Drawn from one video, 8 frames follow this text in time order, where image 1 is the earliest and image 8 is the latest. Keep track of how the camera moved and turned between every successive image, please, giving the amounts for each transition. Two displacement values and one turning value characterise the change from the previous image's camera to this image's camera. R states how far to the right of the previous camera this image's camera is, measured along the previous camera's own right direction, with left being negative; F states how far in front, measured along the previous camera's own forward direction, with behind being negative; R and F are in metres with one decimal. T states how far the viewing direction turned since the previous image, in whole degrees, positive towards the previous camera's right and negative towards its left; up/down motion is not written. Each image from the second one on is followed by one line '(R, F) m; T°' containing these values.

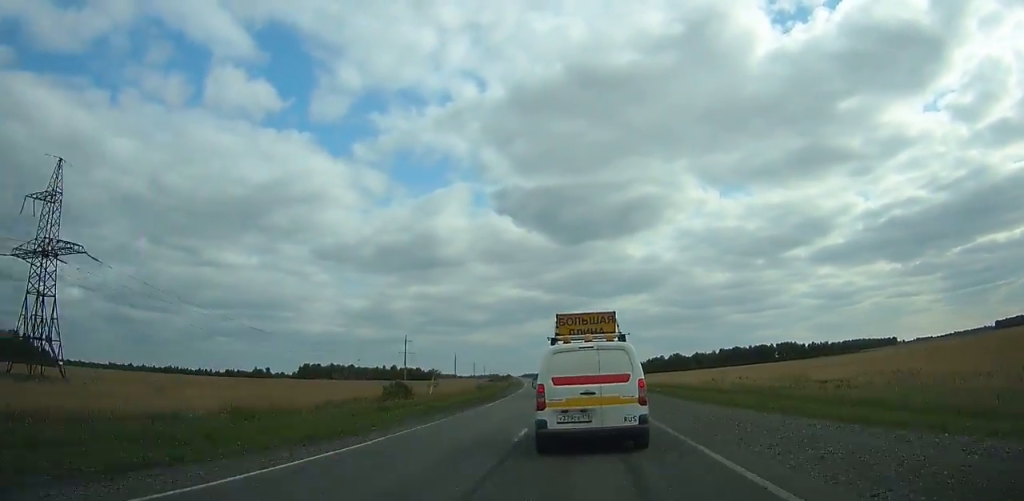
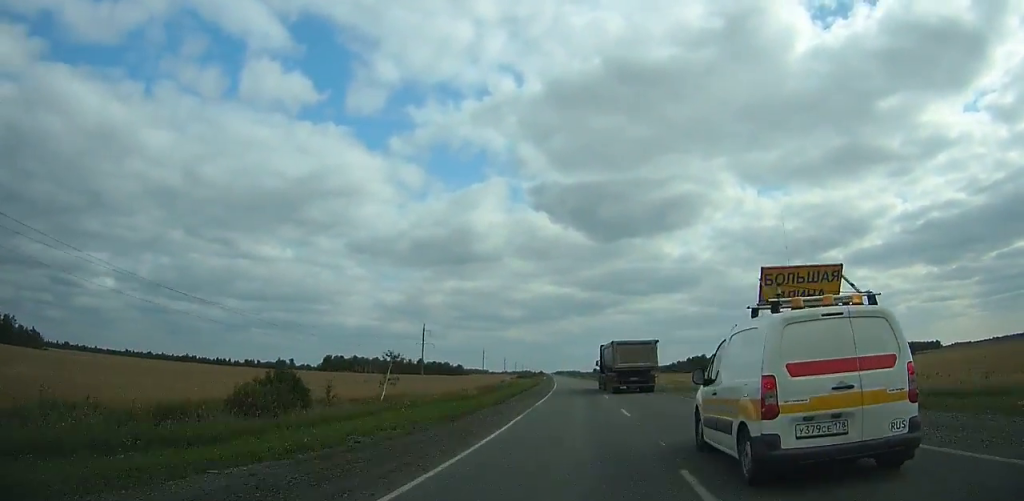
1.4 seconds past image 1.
(+0.2, +31.7) m; -1°
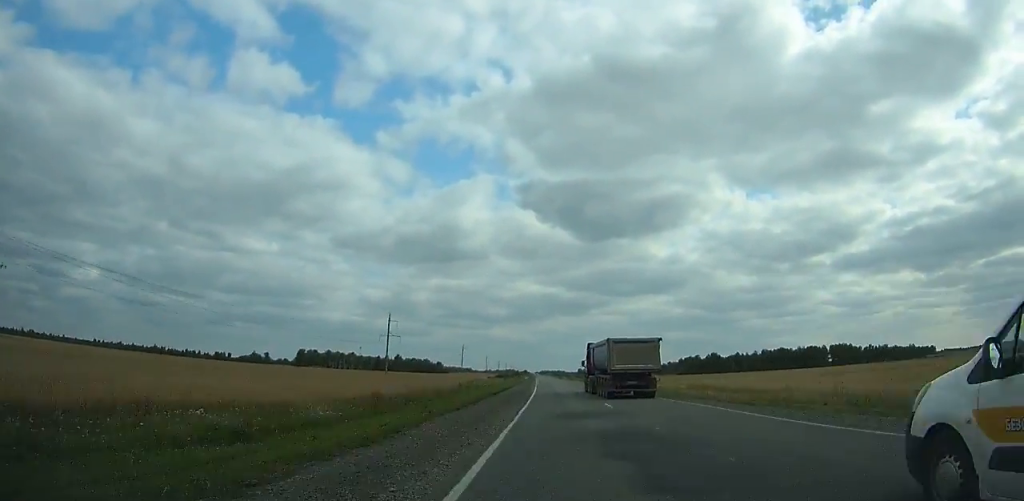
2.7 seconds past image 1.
(-1.0, +31.5) m; -1°
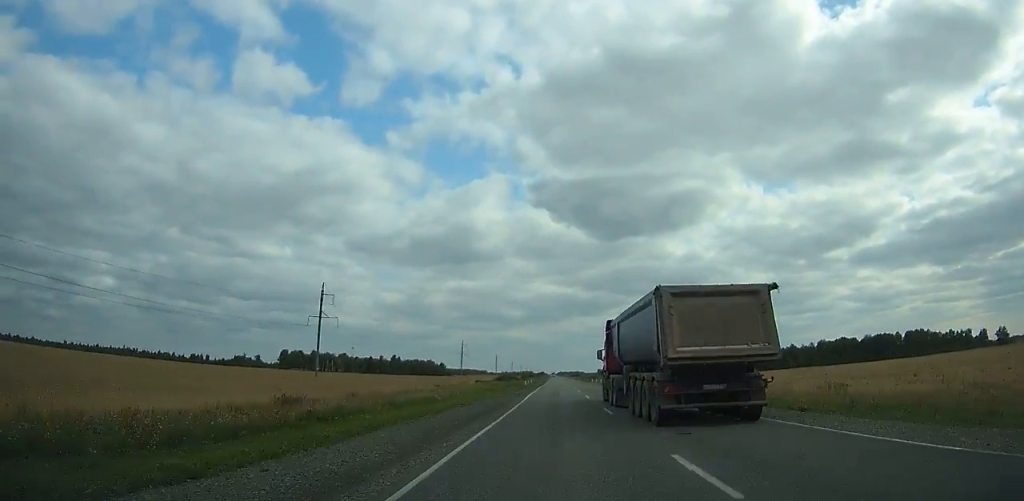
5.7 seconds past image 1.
(-1.5, +75.7) m; -1°
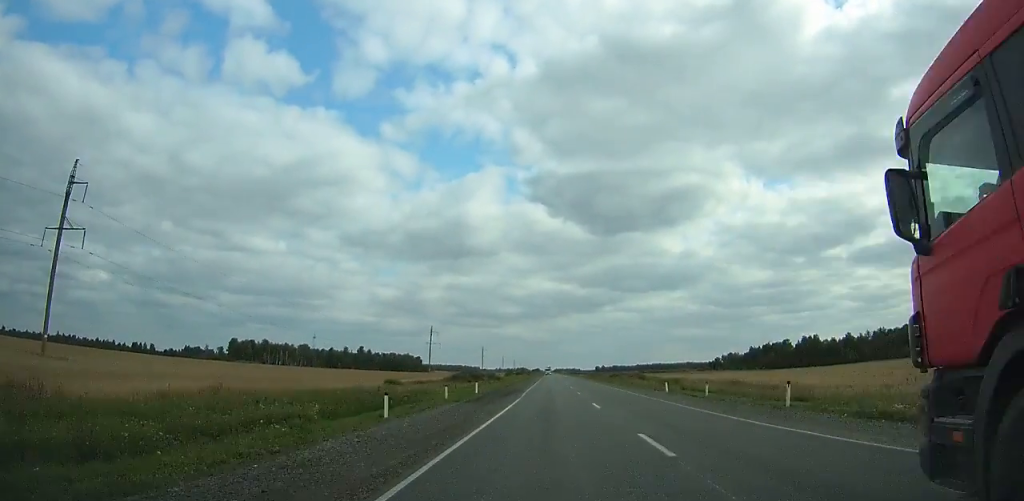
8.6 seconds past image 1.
(-0.4, +78.5) m; 0°
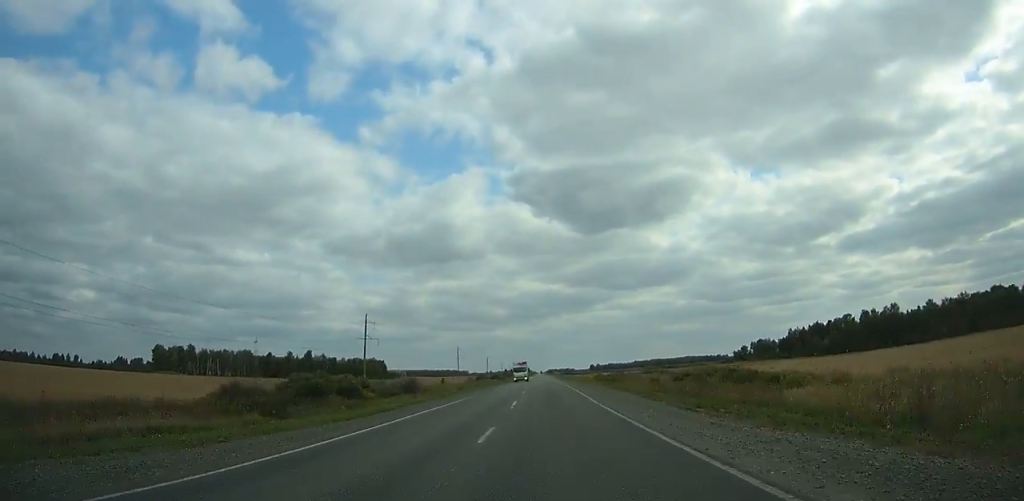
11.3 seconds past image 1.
(+0.1, +76.5) m; 0°
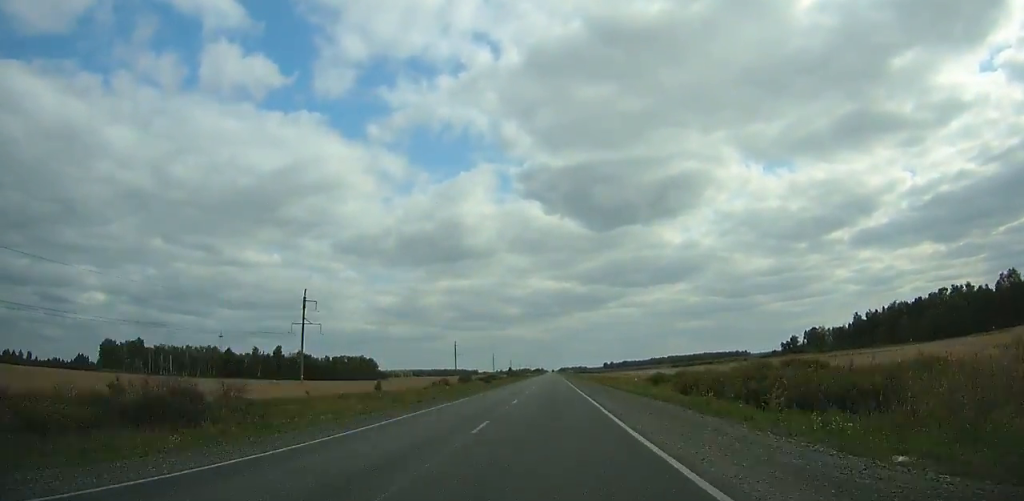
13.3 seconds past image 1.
(+0.8, +57.6) m; 0°
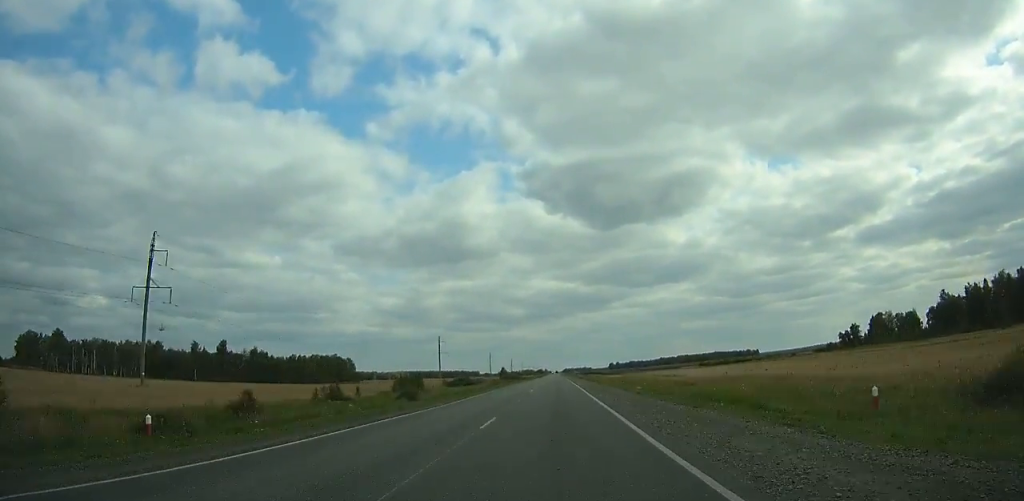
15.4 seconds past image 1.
(-1.0, +60.1) m; -1°
